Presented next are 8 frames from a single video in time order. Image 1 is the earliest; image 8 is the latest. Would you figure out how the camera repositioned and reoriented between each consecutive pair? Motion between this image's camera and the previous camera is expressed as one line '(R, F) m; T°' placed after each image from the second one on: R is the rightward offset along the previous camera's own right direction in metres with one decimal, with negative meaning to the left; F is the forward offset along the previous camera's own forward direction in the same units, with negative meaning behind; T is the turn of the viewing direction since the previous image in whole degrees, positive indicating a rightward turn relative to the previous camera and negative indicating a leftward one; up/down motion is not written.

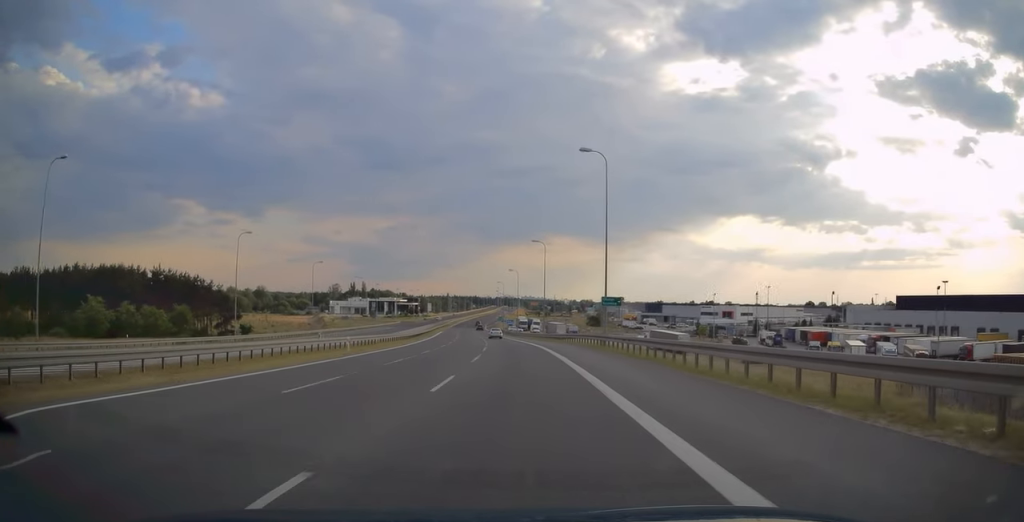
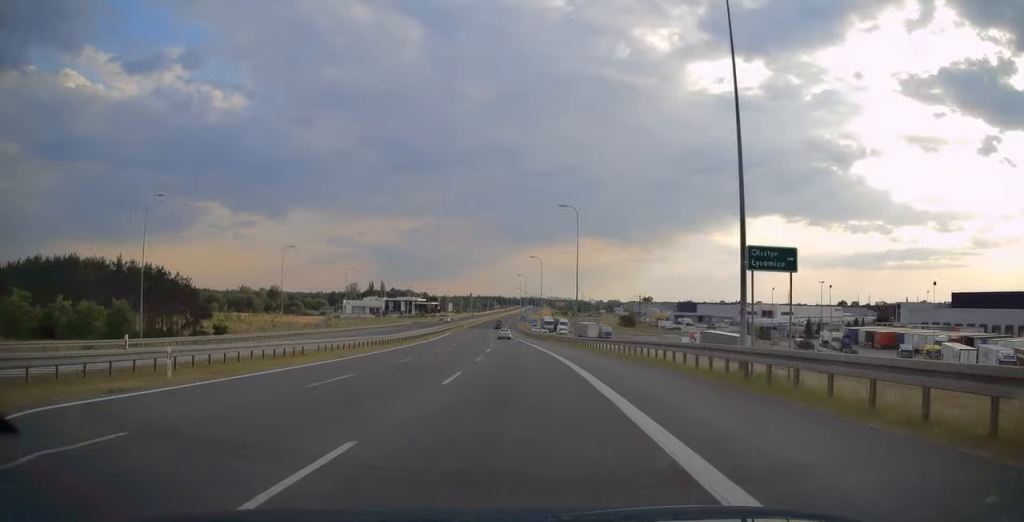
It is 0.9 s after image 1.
(-0.4, +22.0) m; -2°
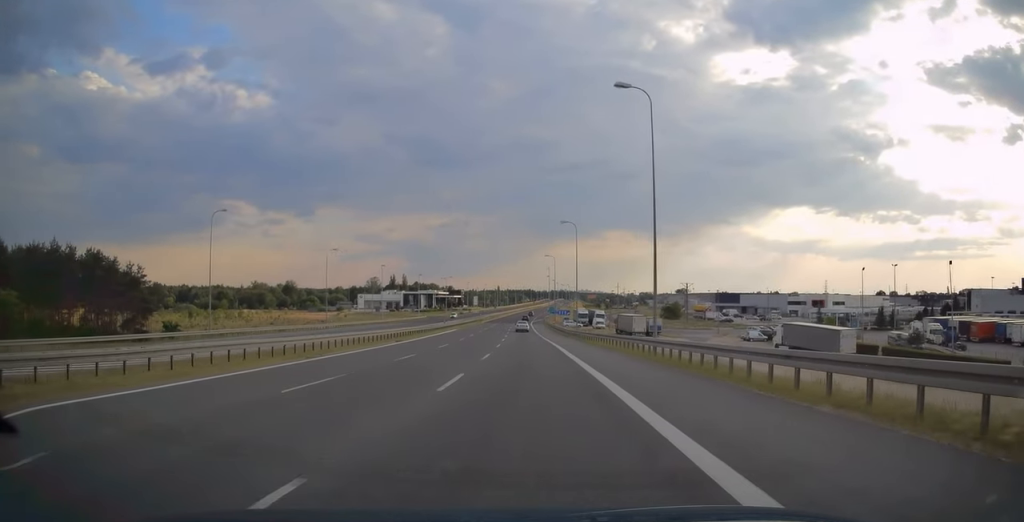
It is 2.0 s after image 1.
(-0.3, +25.6) m; -2°
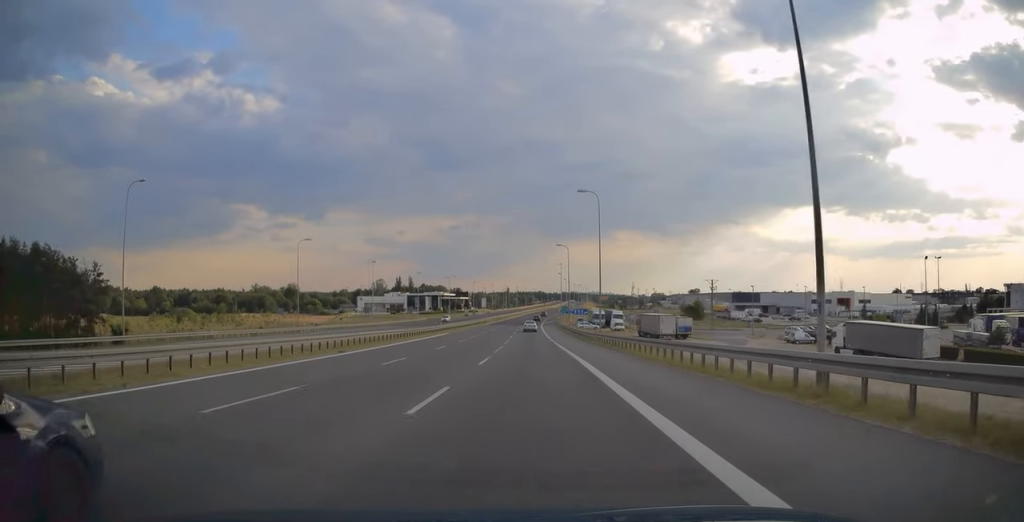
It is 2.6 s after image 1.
(-0.2, +15.3) m; -2°
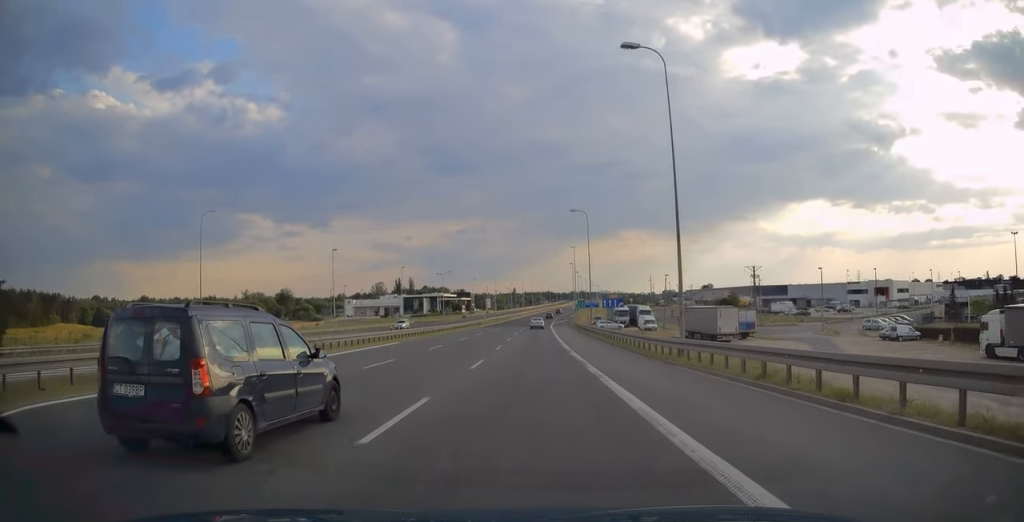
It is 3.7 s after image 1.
(-0.8, +25.9) m; -2°
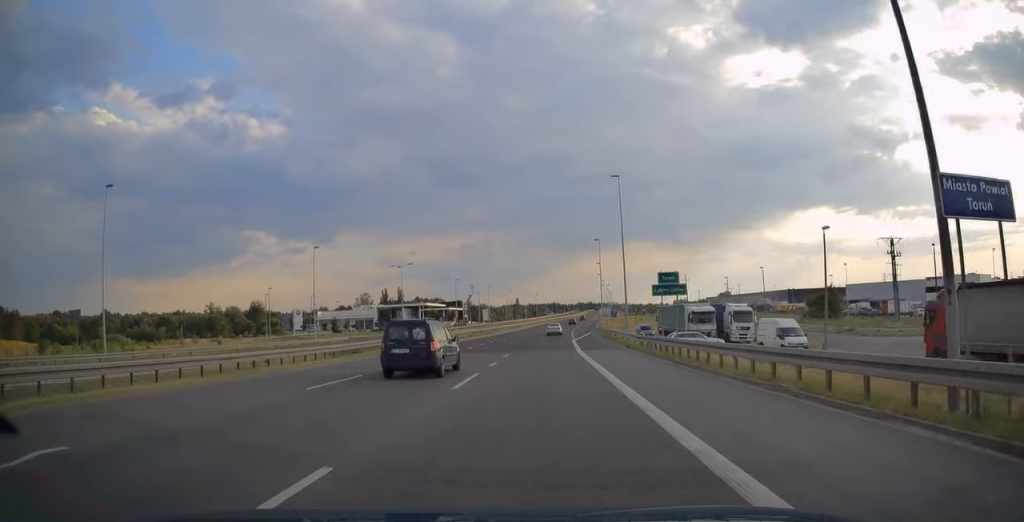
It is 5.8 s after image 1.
(-0.7, +52.7) m; -1°
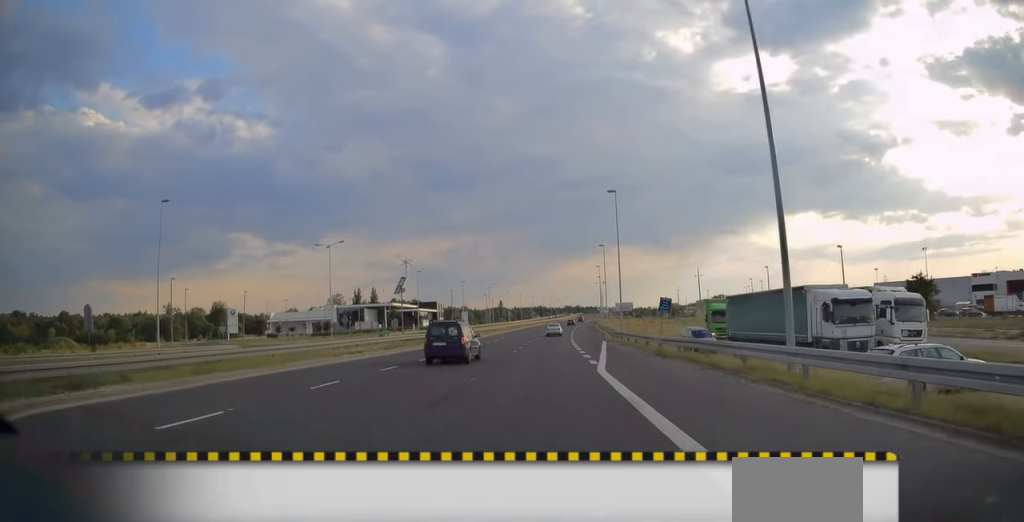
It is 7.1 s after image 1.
(+0.3, +31.5) m; +1°
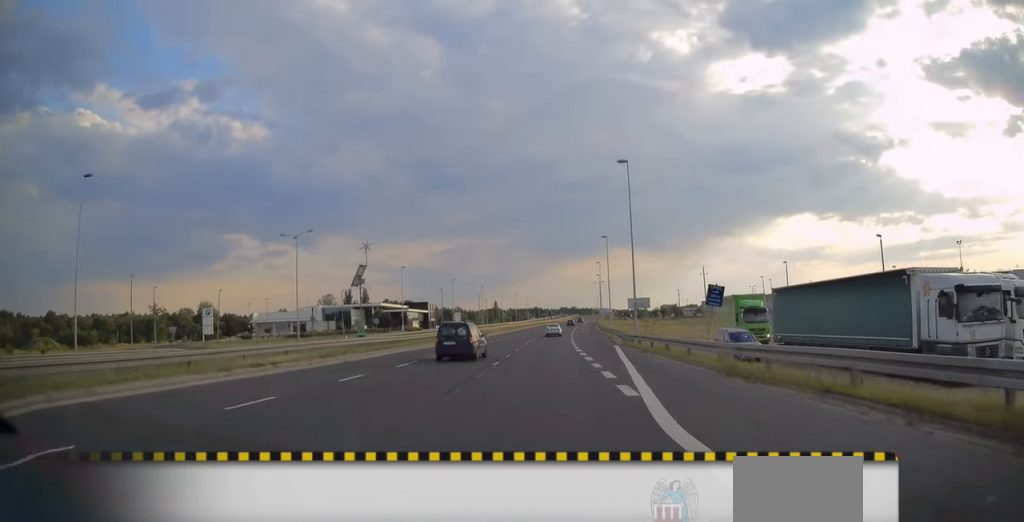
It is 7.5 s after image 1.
(0.0, +9.8) m; 0°
